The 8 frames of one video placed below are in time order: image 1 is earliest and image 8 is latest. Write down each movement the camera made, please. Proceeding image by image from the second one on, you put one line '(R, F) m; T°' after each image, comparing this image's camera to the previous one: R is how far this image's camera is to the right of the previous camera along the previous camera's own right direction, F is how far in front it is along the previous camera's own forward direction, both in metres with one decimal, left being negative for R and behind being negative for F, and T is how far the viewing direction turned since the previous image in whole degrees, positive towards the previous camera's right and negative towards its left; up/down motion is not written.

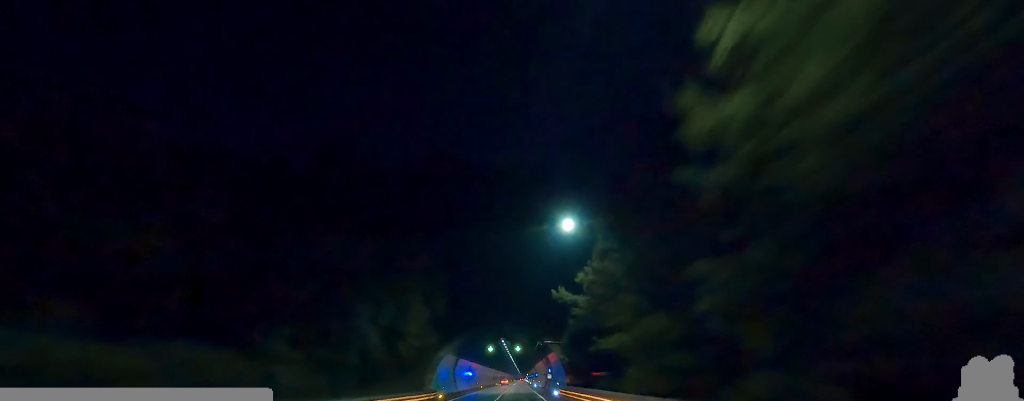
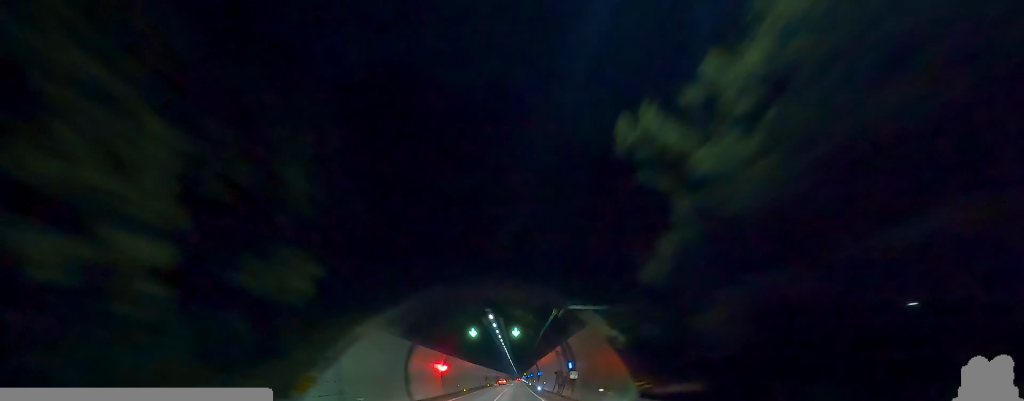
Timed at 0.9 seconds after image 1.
(+0.7, +24.7) m; 0°
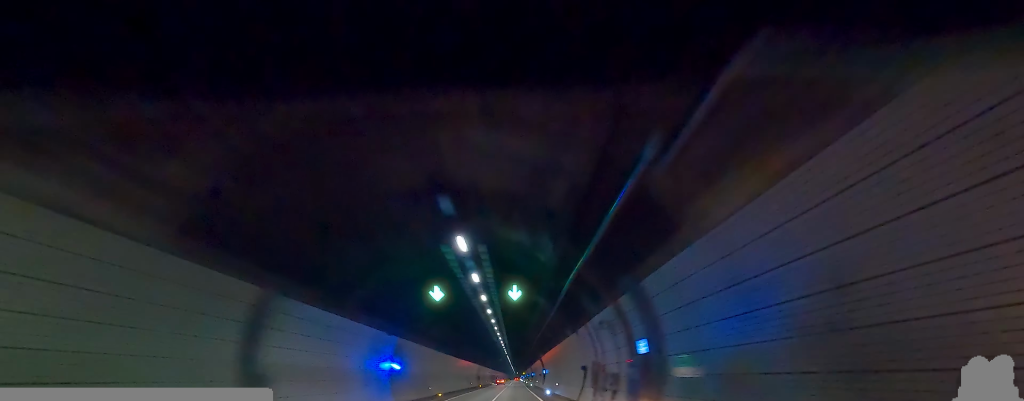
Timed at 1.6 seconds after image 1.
(-0.5, +19.8) m; 0°
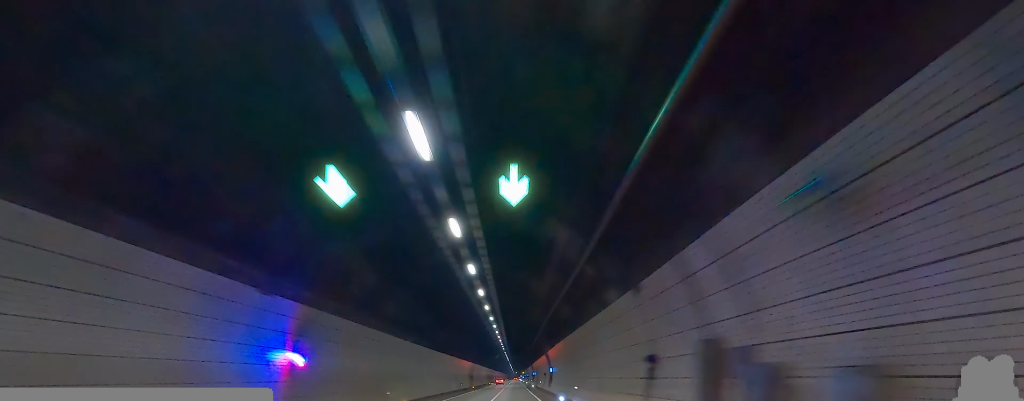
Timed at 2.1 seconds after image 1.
(-0.1, +13.3) m; 0°
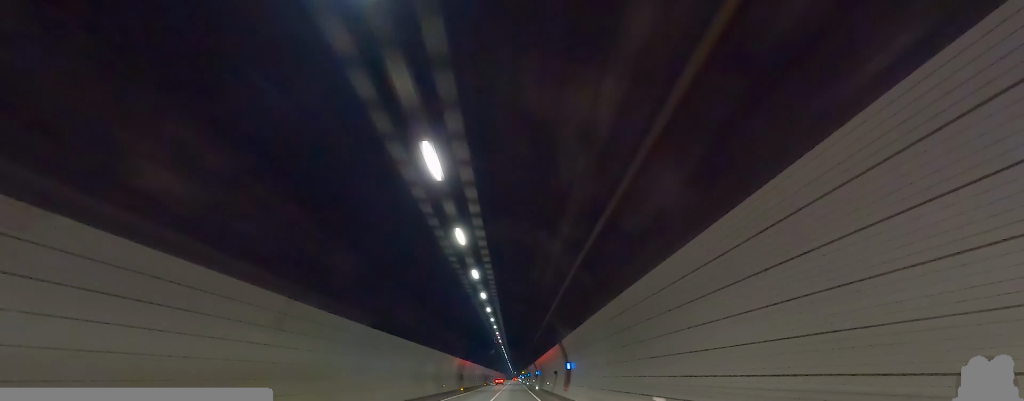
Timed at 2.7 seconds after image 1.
(+0.3, +15.7) m; +1°
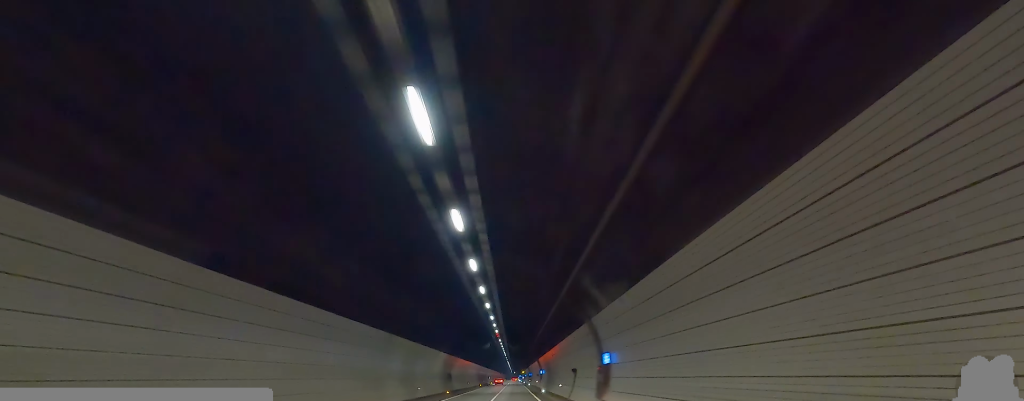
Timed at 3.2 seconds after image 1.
(+0.1, +12.8) m; 0°
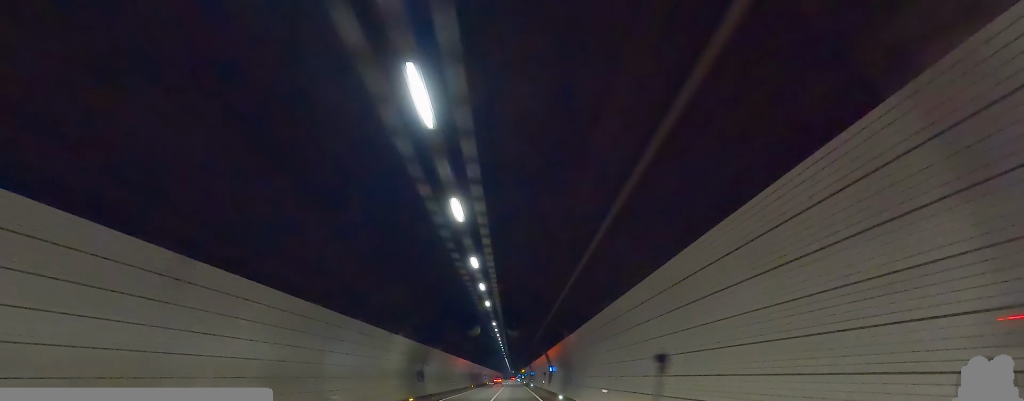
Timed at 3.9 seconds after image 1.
(+0.1, +16.9) m; 0°
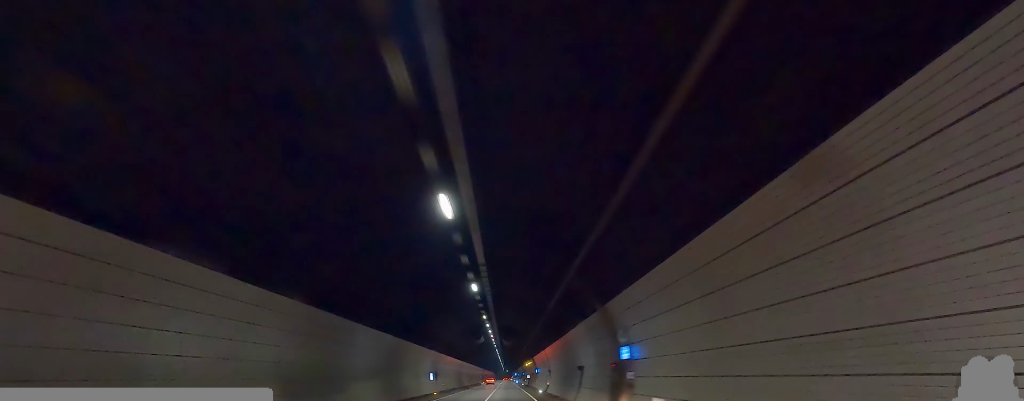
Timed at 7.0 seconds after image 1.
(-1.6, +71.3) m; -3°
